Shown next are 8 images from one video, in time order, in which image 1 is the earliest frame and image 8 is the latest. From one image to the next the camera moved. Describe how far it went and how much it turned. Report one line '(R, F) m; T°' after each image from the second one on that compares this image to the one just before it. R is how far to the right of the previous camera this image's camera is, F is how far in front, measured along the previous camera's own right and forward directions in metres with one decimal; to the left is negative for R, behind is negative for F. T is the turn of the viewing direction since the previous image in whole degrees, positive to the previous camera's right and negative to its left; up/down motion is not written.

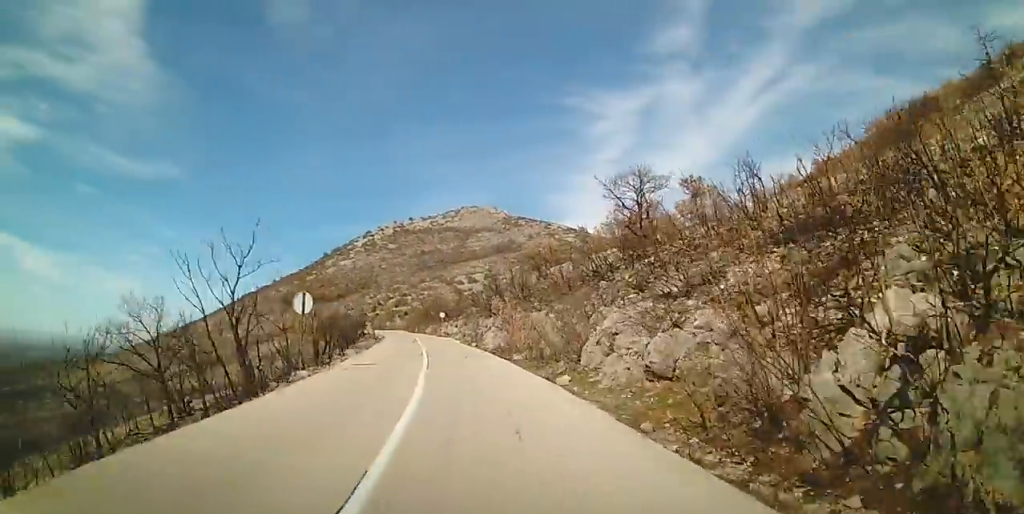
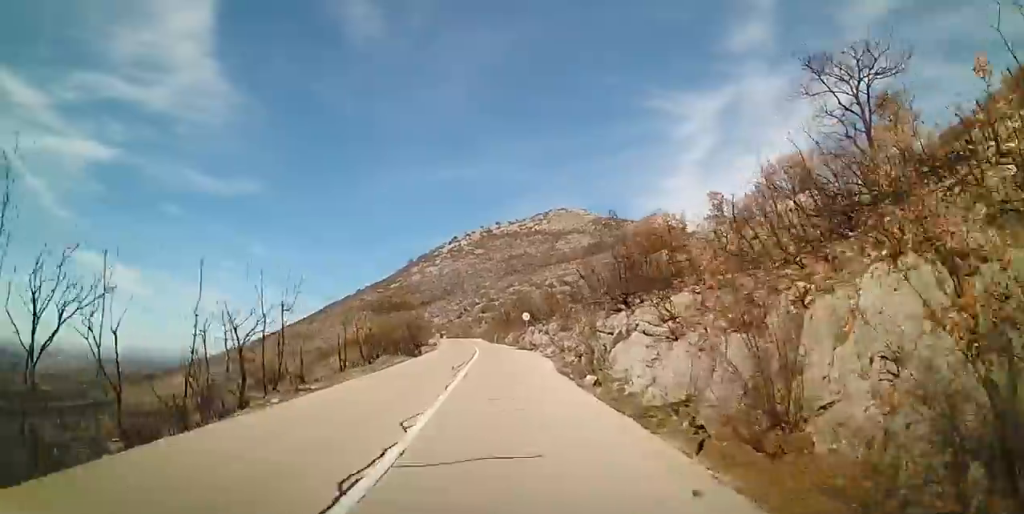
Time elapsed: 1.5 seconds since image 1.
(-1.0, +20.6) m; -12°
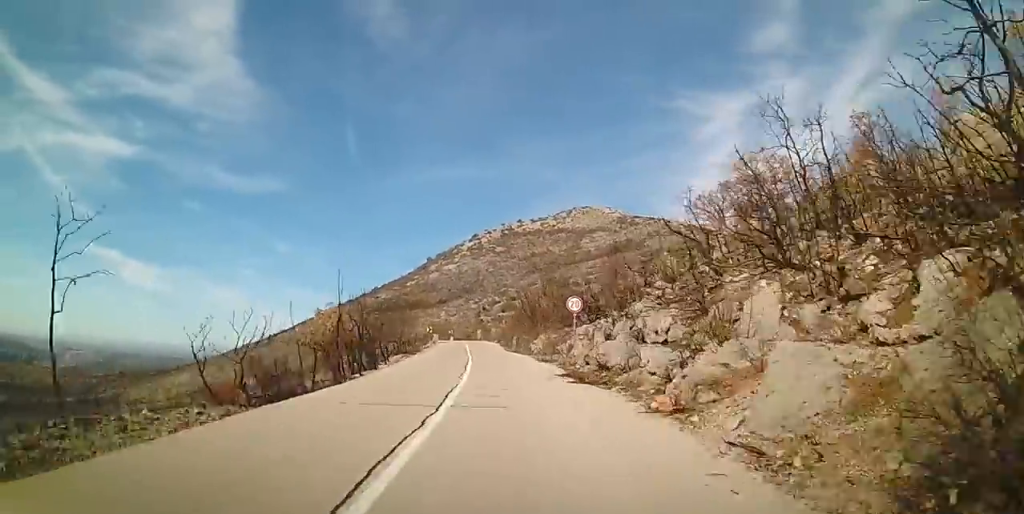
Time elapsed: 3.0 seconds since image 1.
(-2.8, +21.7) m; -8°
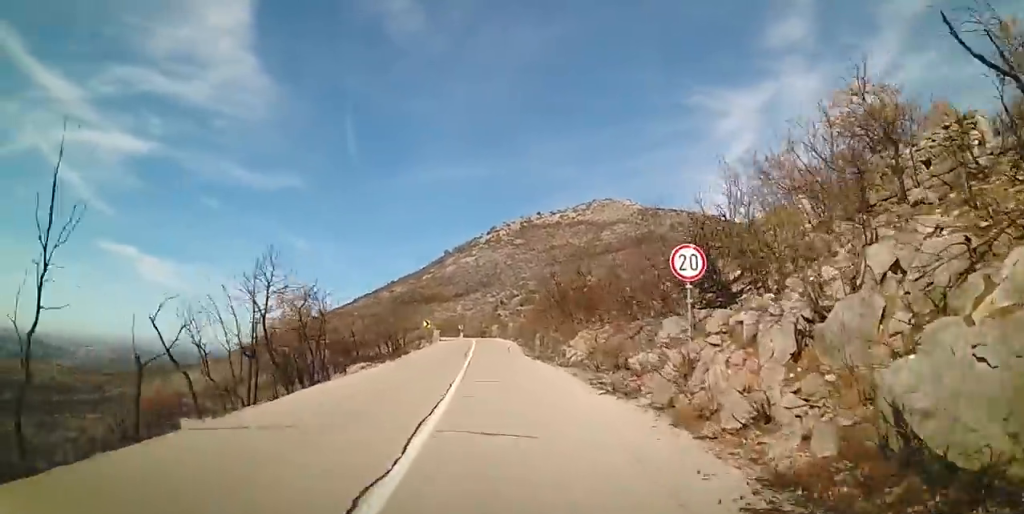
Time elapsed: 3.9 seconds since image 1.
(-0.1, +12.4) m; 0°
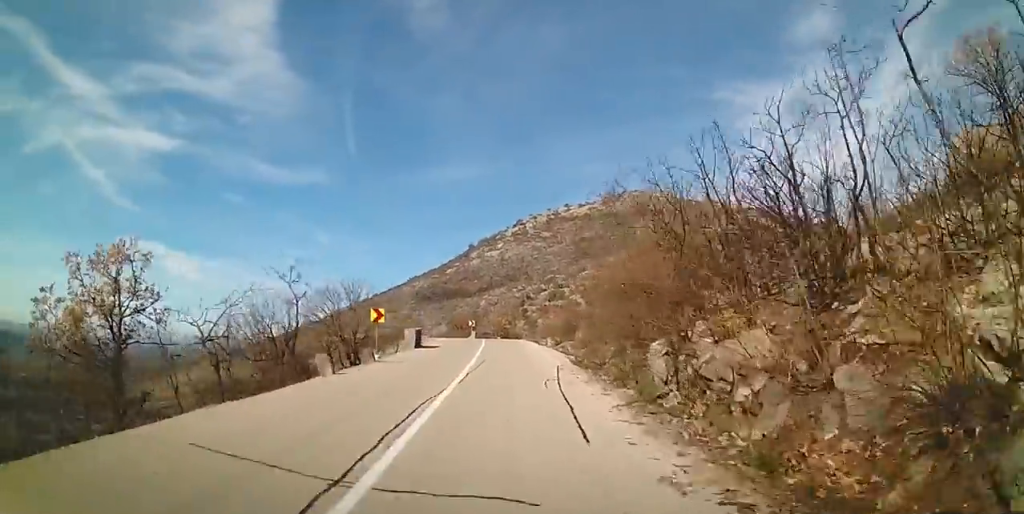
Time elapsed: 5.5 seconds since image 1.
(0.0, +22.5) m; -1°
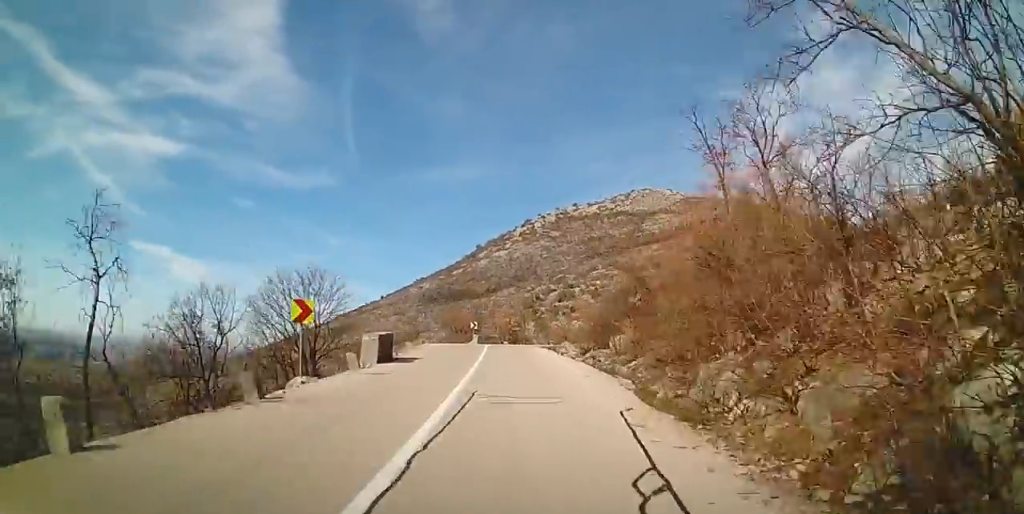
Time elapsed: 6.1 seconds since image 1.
(-0.2, +8.1) m; -1°
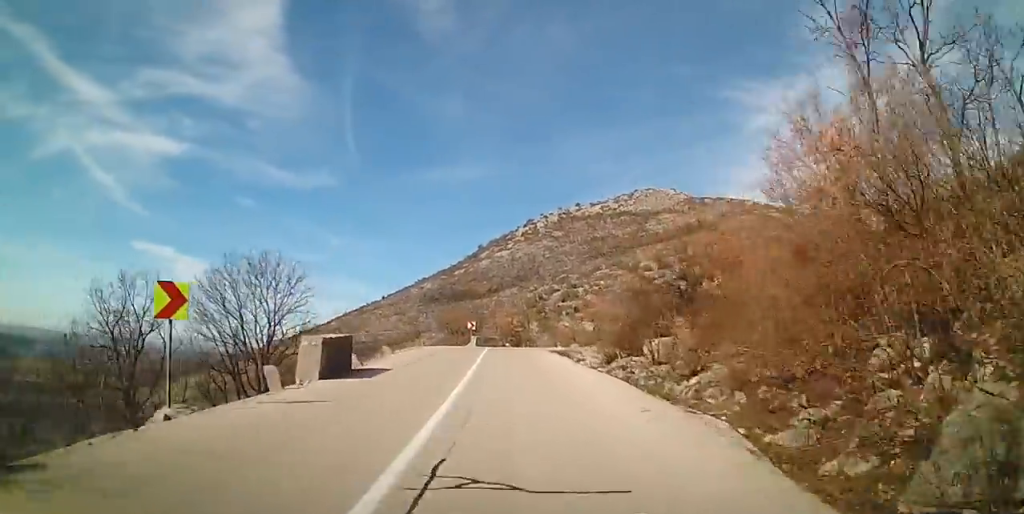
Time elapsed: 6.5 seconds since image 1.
(0.0, +5.4) m; -1°
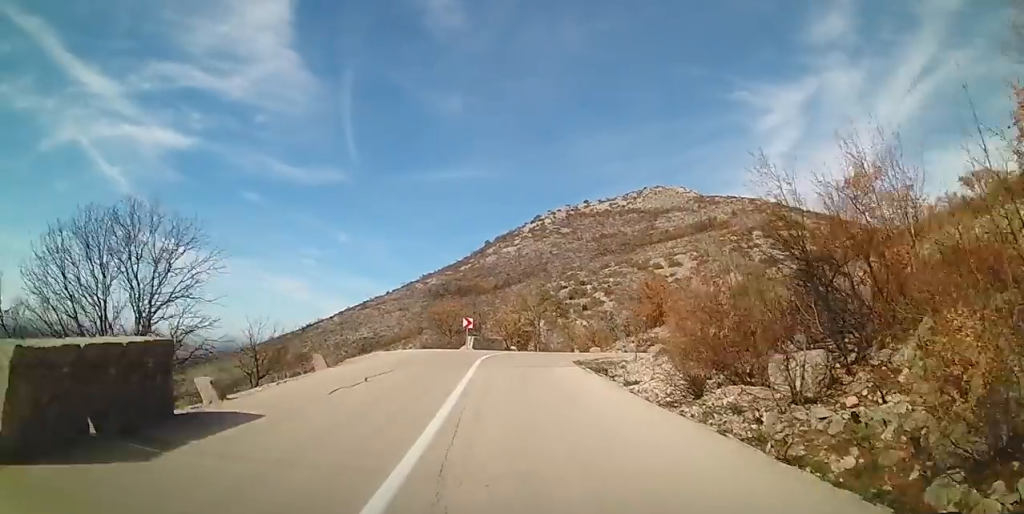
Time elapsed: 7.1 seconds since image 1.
(0.0, +7.7) m; 0°
